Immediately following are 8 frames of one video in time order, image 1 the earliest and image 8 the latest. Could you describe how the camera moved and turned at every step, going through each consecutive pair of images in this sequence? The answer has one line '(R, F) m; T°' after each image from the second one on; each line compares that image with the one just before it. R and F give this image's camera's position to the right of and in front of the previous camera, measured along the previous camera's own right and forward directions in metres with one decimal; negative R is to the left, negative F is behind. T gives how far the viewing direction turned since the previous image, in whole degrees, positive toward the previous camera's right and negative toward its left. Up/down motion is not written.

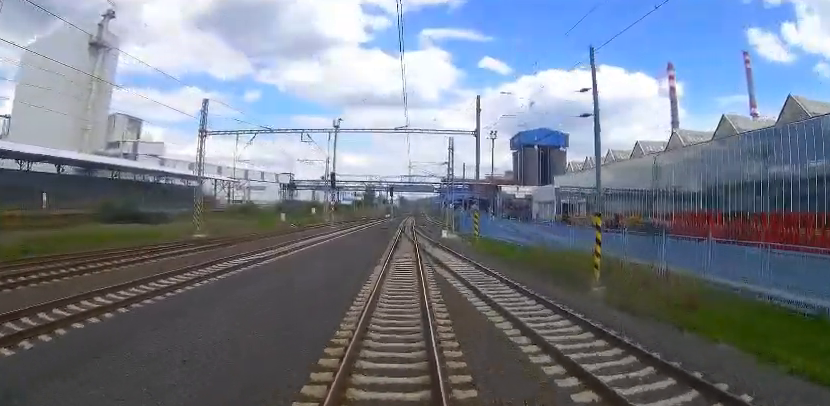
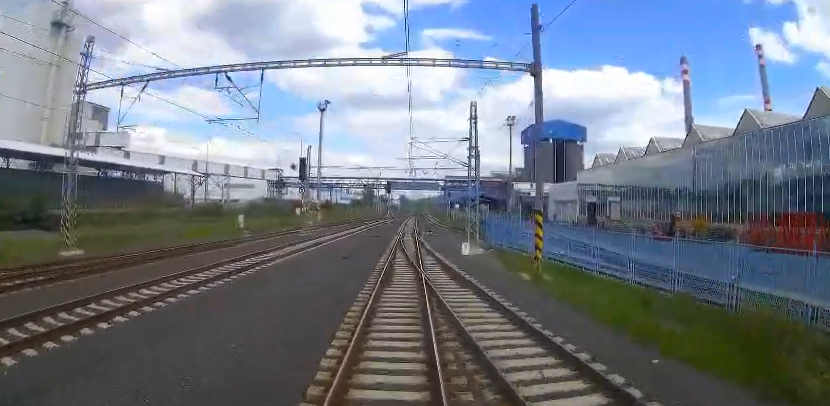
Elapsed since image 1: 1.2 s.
(0.0, +14.9) m; 0°
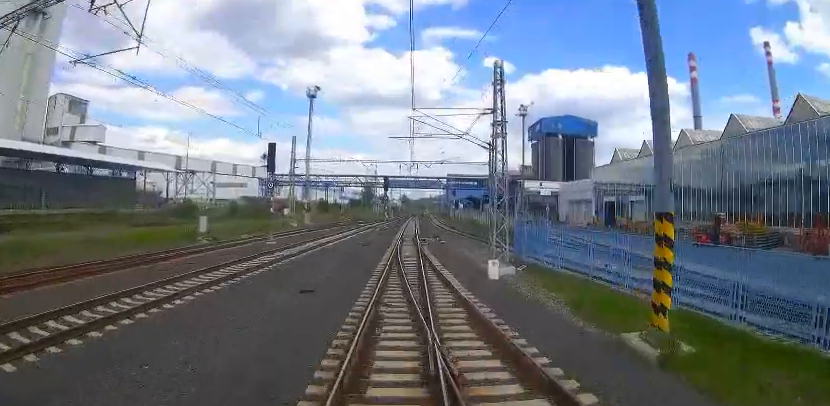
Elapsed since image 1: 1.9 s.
(0.0, +8.4) m; 0°
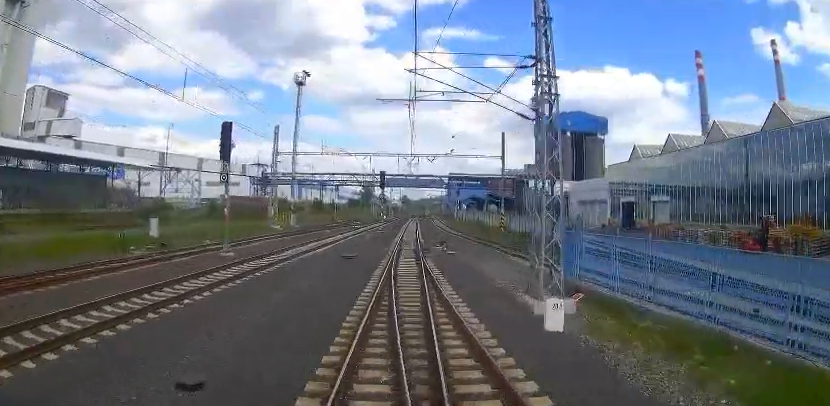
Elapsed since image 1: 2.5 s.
(0.0, +7.3) m; 0°
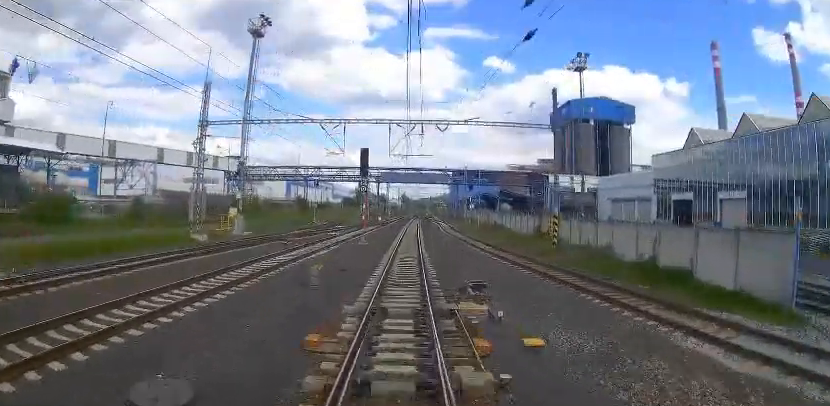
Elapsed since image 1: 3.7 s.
(0.0, +16.8) m; 0°
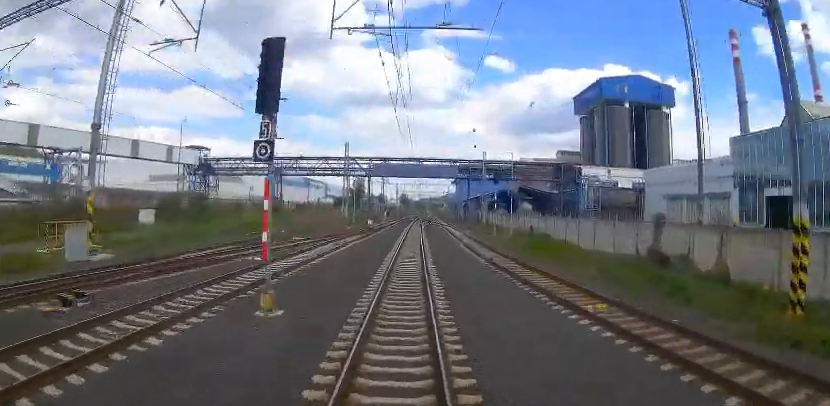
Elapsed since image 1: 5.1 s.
(-0.5, +19.6) m; -2°
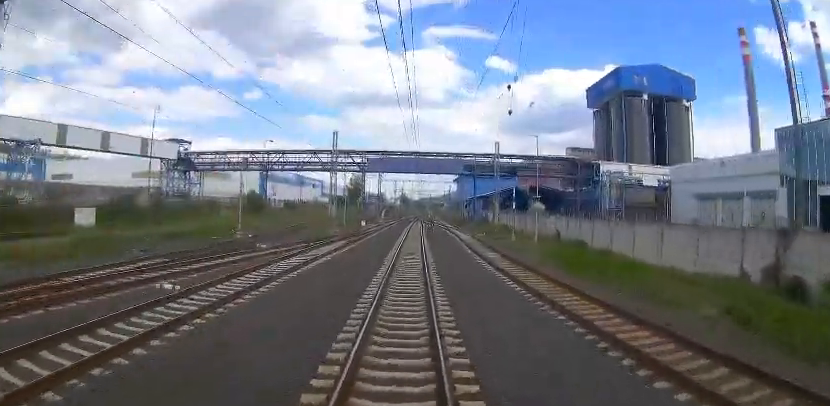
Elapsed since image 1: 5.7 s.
(-0.3, +8.2) m; 0°
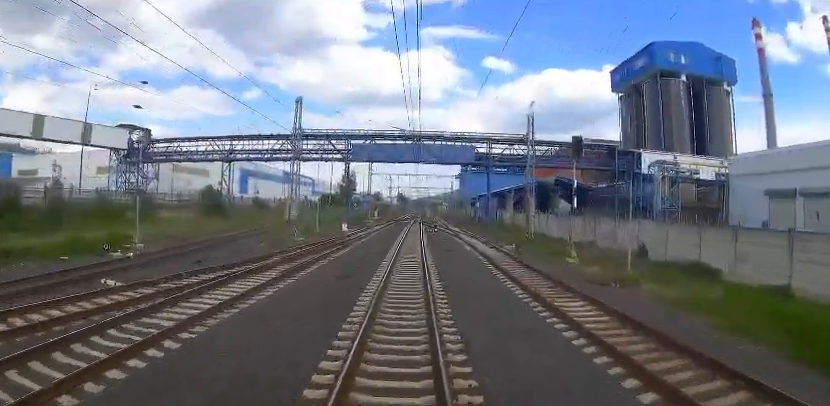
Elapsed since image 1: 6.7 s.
(+0.5, +14.4) m; +2°
